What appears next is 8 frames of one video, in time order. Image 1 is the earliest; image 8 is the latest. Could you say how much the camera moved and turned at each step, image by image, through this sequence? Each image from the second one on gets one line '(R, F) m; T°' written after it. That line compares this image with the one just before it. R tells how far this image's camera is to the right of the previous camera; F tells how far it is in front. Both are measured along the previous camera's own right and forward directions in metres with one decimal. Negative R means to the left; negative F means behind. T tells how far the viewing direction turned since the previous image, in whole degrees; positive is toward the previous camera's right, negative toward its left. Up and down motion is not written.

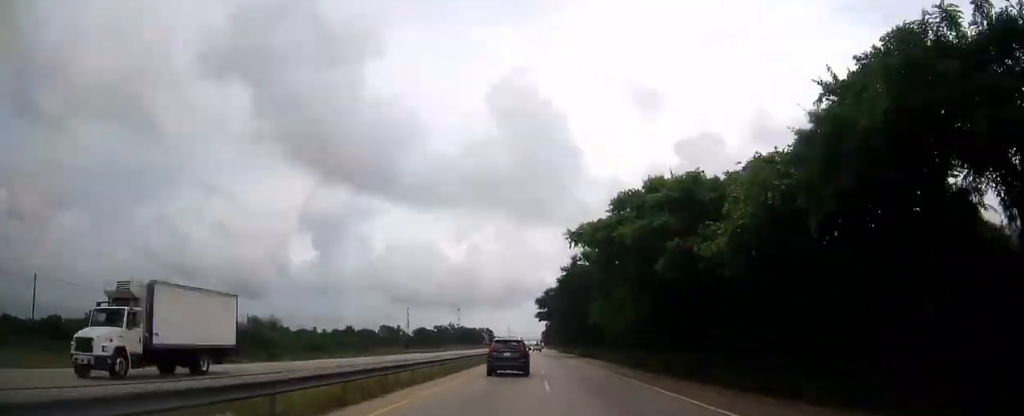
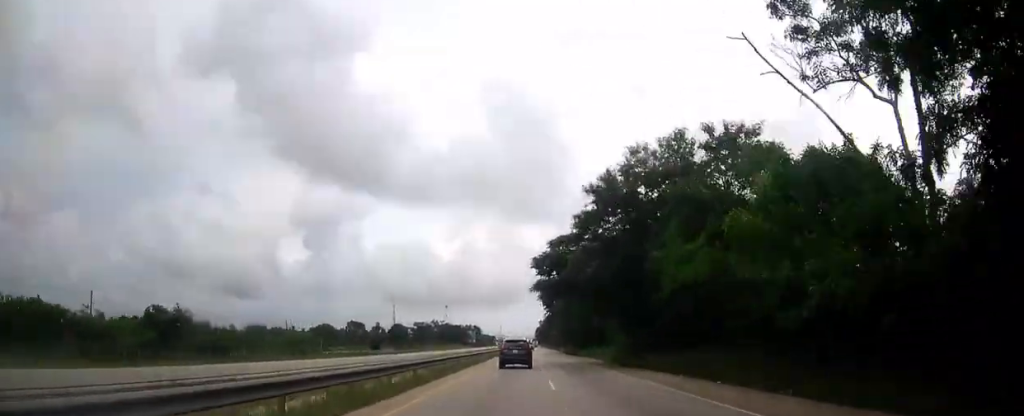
(+0.1, +36.3) m; 0°
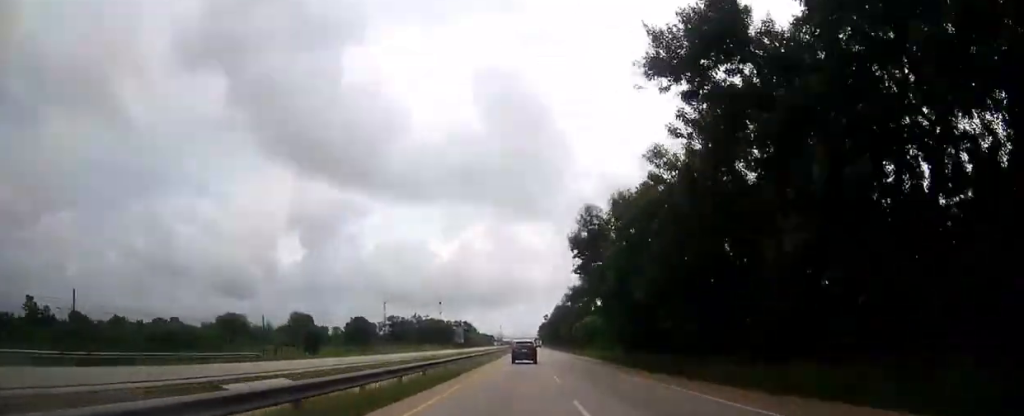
(0.0, +56.1) m; 0°
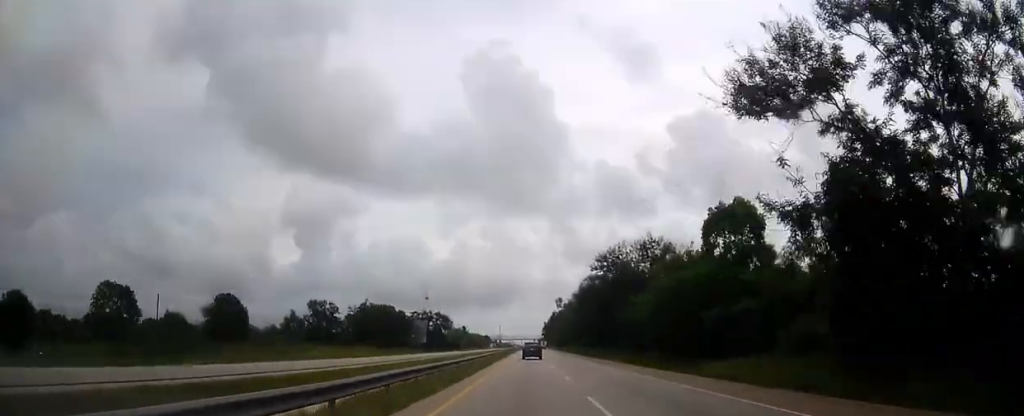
(+0.1, +83.0) m; 0°
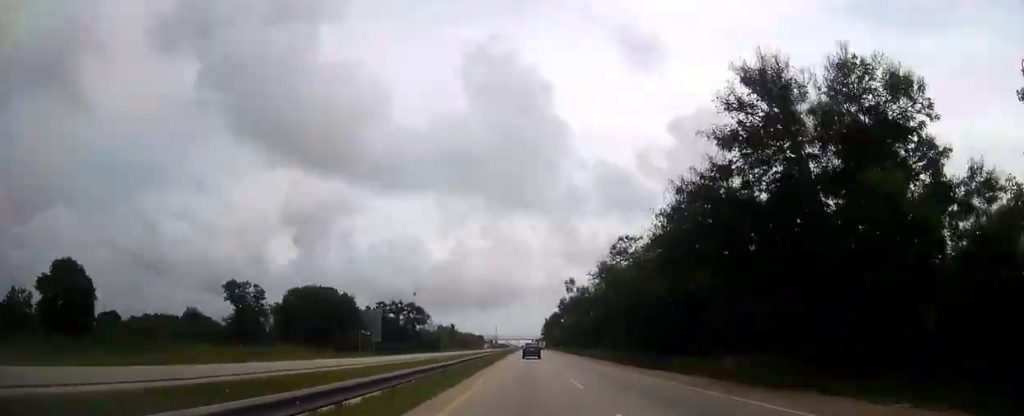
(+0.1, +40.3) m; 0°
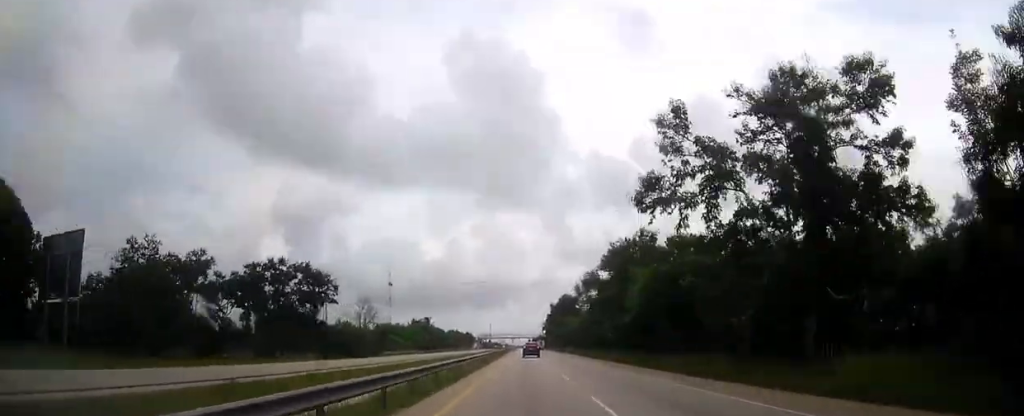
(+0.2, +66.2) m; 0°
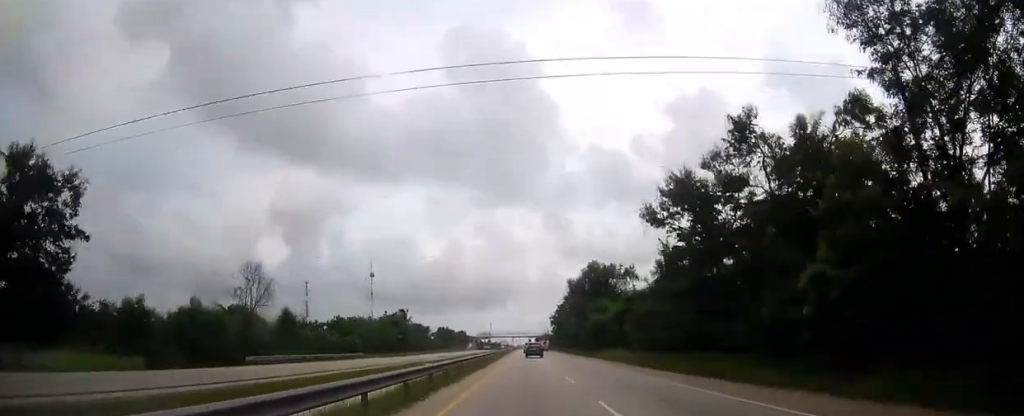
(0.0, +49.1) m; 0°
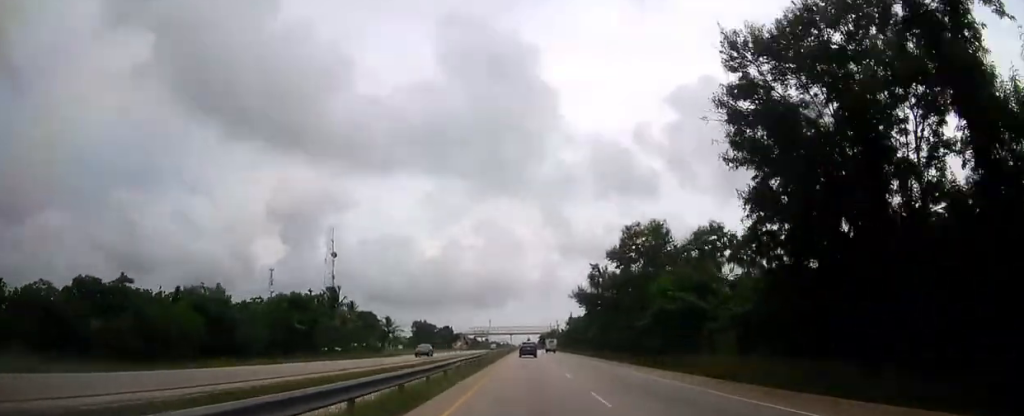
(0.0, +64.9) m; 0°
